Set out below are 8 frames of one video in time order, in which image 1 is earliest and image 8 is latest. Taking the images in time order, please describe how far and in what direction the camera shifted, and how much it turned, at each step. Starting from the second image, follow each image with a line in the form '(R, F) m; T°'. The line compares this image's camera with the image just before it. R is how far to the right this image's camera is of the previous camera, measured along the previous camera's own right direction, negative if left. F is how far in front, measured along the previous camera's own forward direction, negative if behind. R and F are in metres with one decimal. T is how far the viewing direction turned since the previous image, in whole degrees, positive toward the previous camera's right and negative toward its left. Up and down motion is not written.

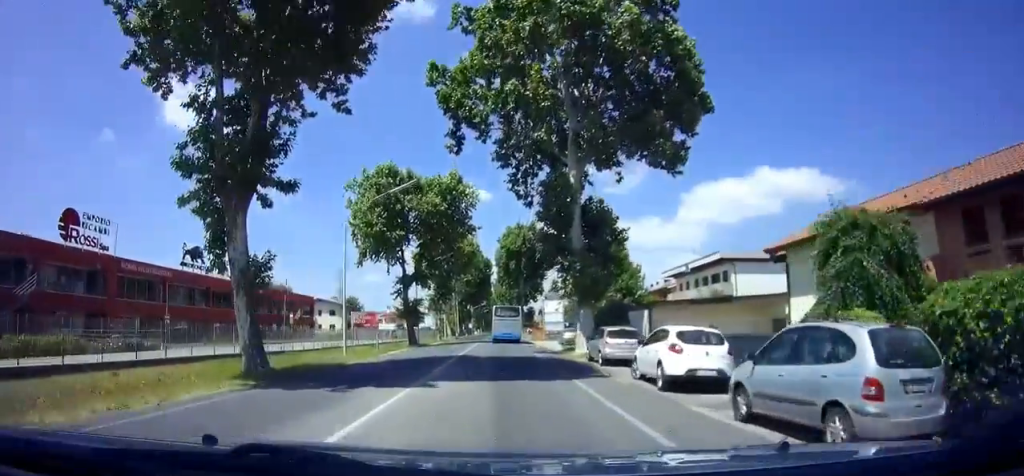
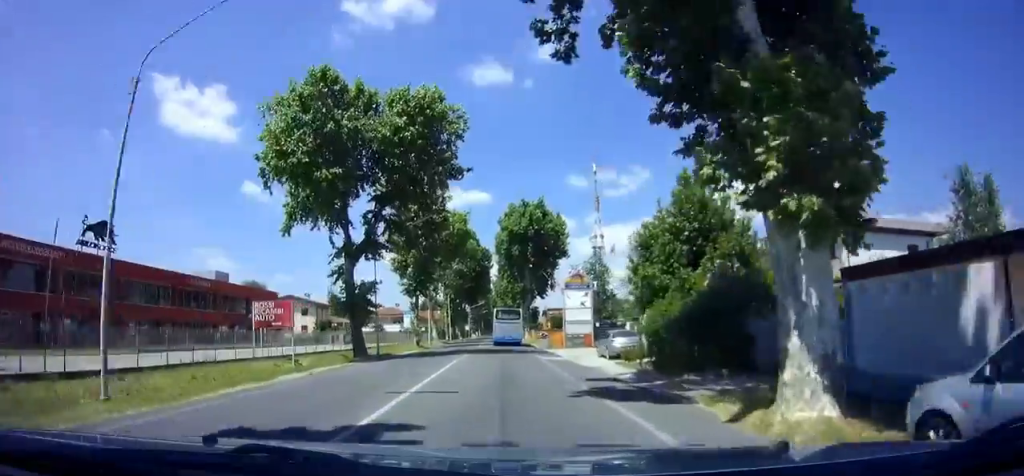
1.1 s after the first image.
(+0.1, +18.0) m; 0°
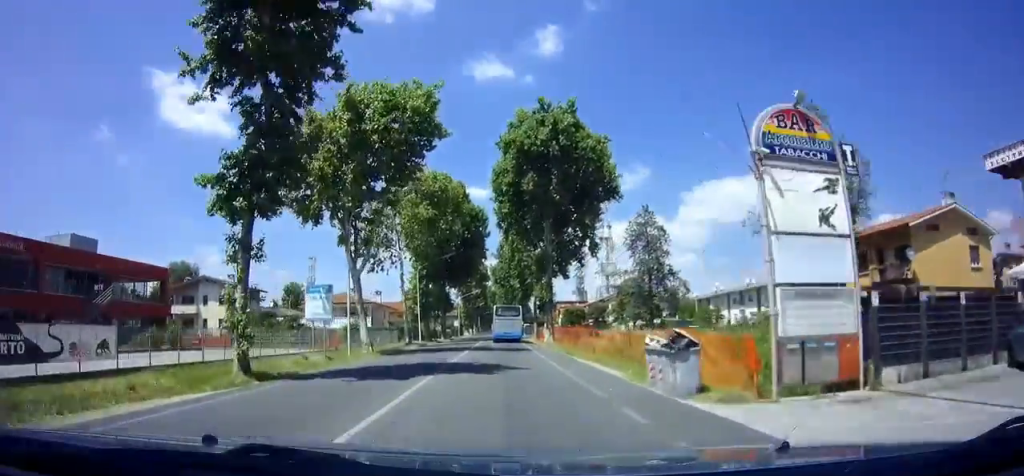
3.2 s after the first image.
(+0.1, +32.3) m; 0°
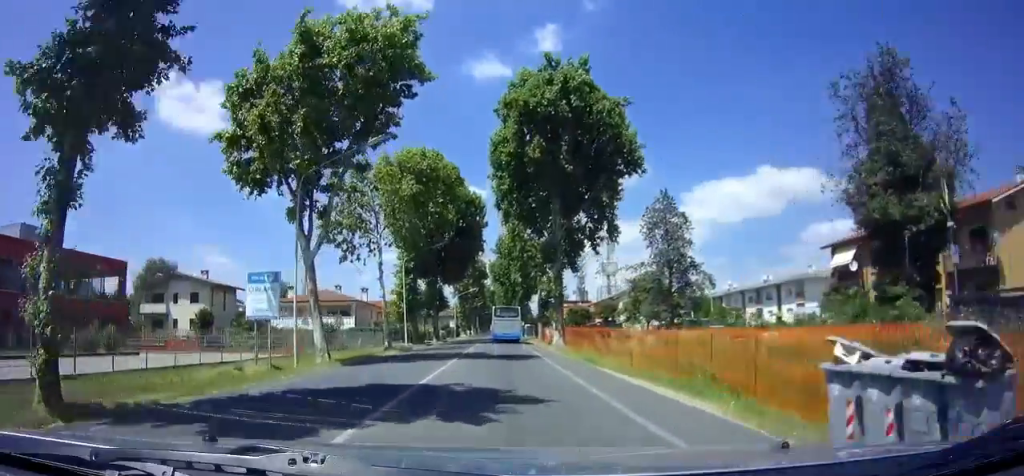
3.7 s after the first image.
(0.0, +7.9) m; 0°
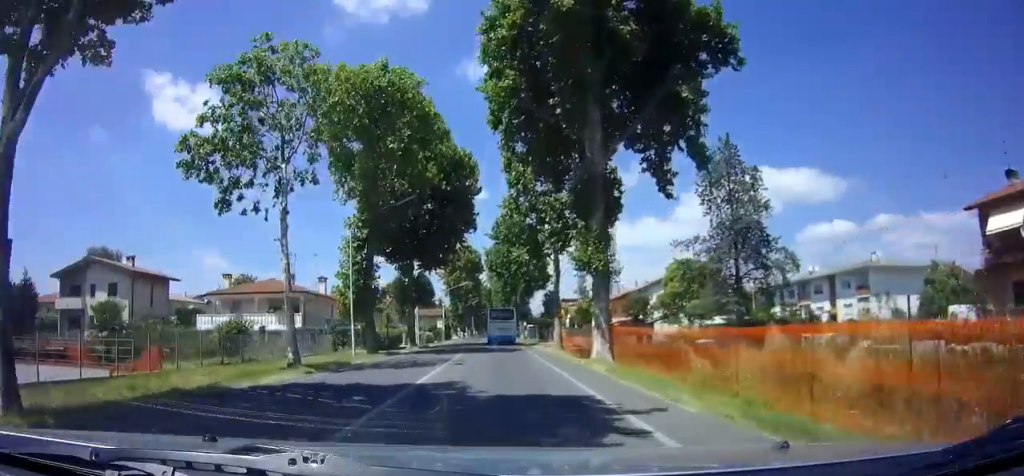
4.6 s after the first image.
(+0.1, +15.4) m; 0°
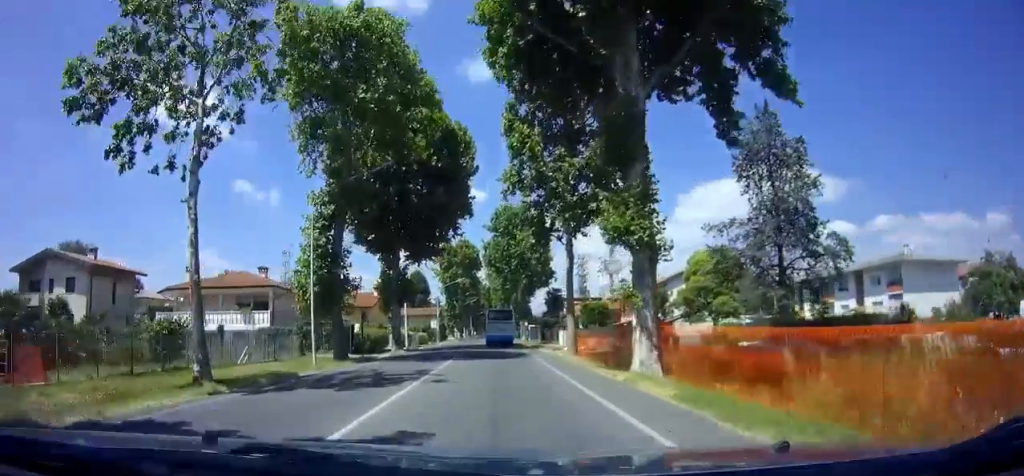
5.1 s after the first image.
(0.0, +7.0) m; 0°
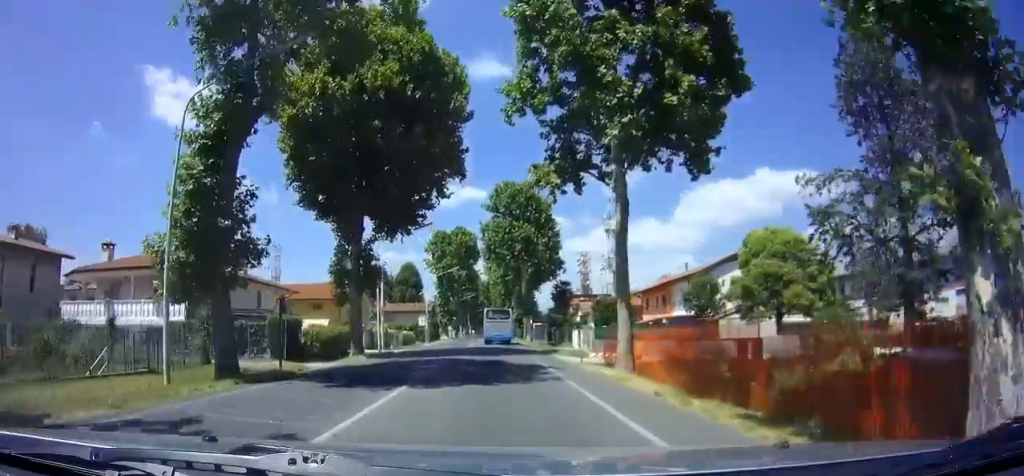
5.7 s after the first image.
(0.0, +10.7) m; 0°
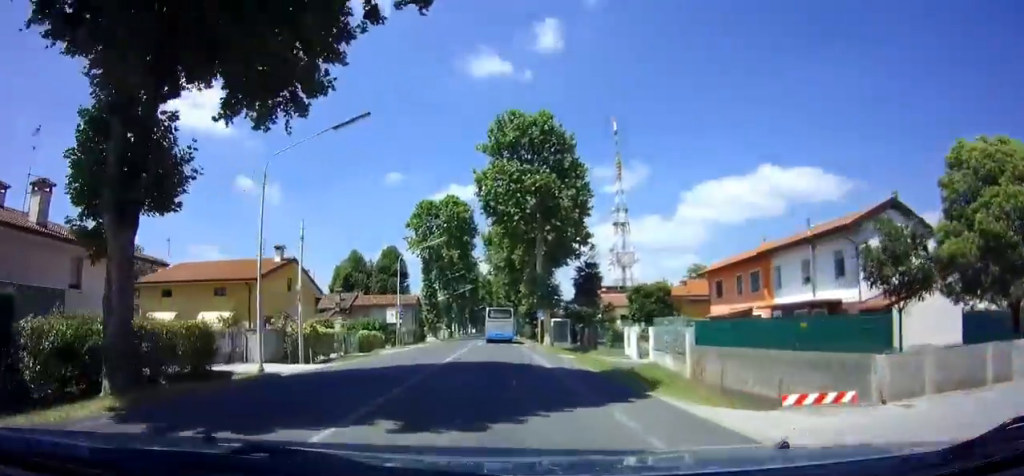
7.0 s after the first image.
(-0.1, +20.0) m; 0°
